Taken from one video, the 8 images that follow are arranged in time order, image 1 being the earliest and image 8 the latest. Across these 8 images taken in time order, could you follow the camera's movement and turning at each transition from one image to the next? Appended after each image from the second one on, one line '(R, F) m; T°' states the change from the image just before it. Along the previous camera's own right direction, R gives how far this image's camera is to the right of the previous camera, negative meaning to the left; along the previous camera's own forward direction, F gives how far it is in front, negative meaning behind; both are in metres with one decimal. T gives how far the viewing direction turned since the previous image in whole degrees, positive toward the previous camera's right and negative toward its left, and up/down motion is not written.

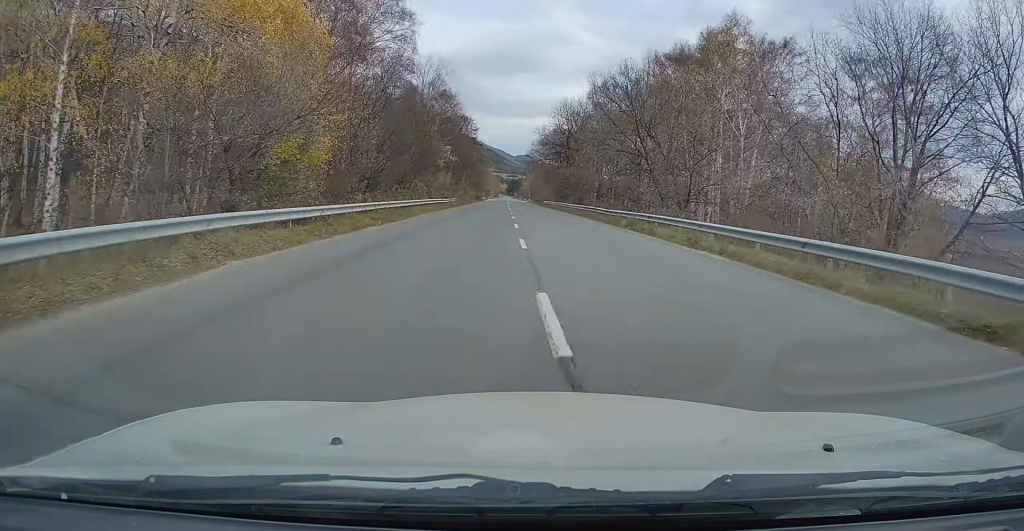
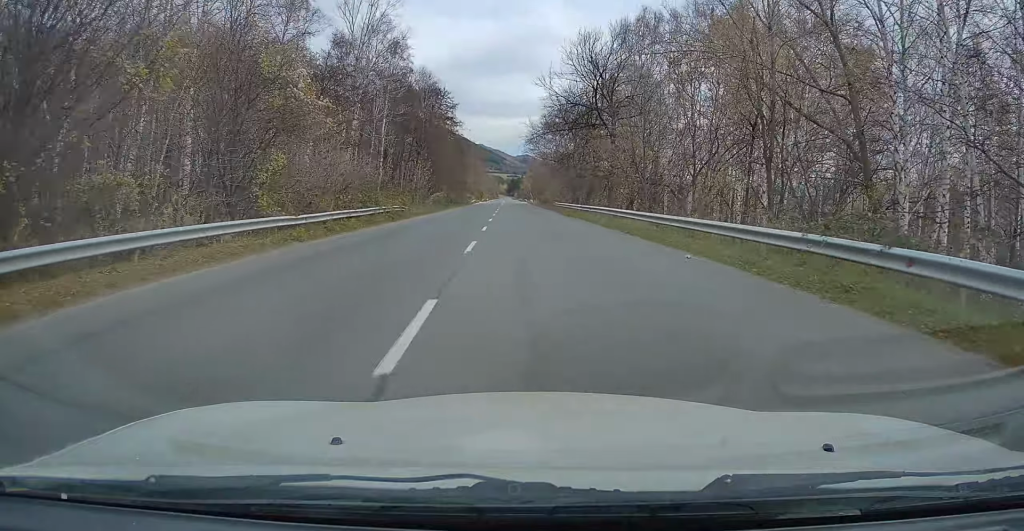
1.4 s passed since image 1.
(-0.2, +37.8) m; -1°
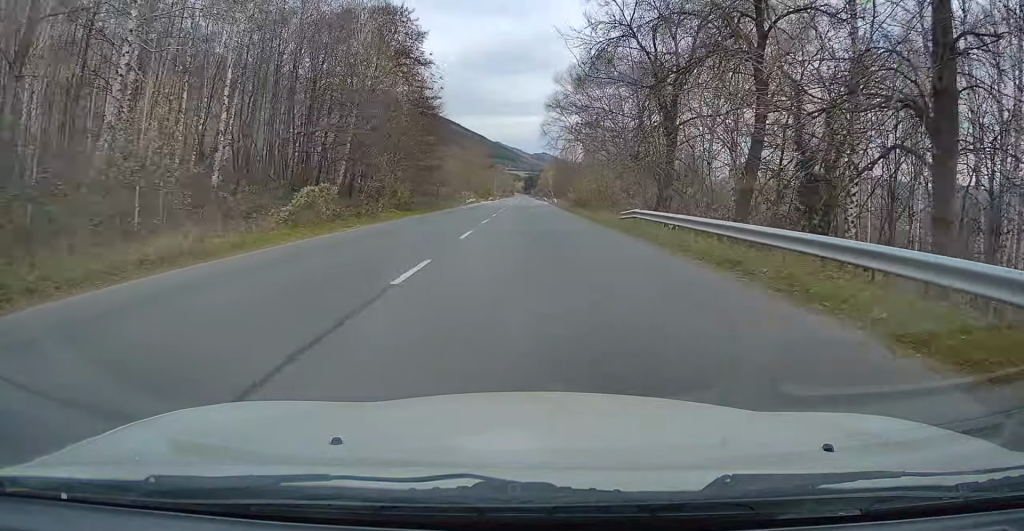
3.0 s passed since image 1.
(-0.4, +41.6) m; 0°
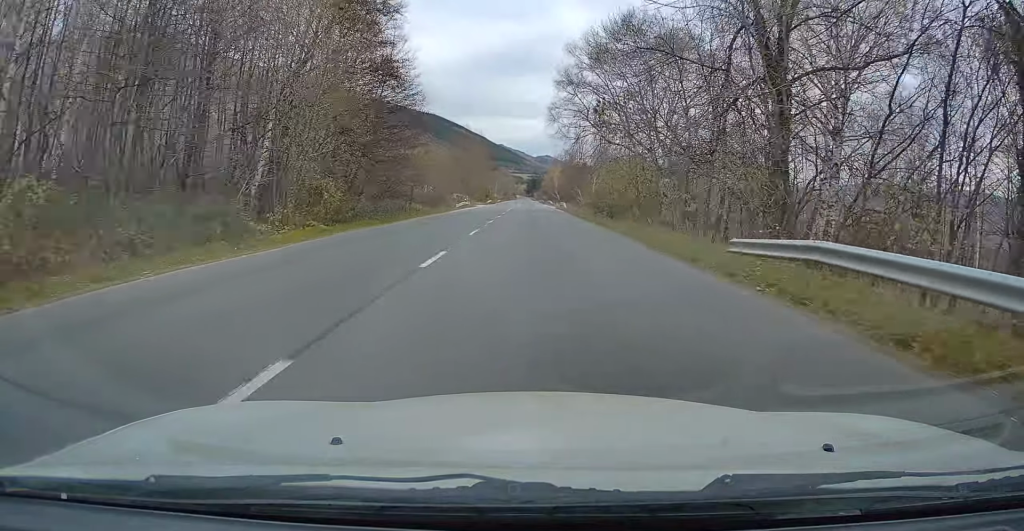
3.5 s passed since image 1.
(+0.2, +15.8) m; 0°
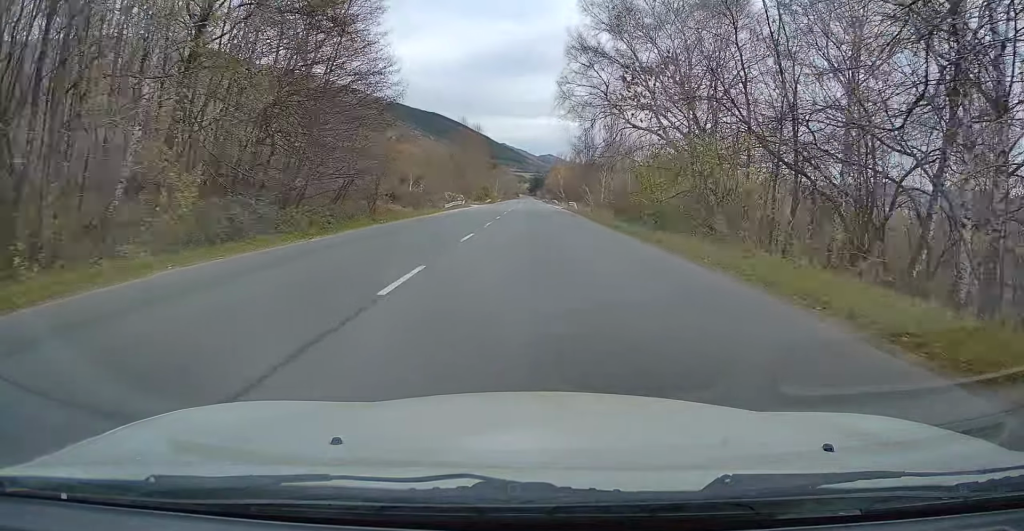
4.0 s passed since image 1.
(-0.1, +12.3) m; 0°
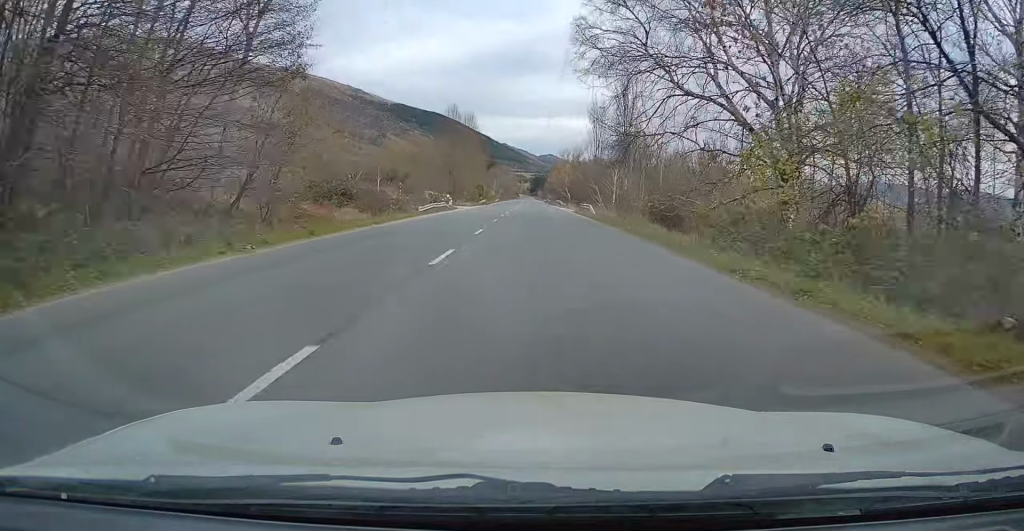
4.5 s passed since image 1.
(-0.3, +15.3) m; 0°
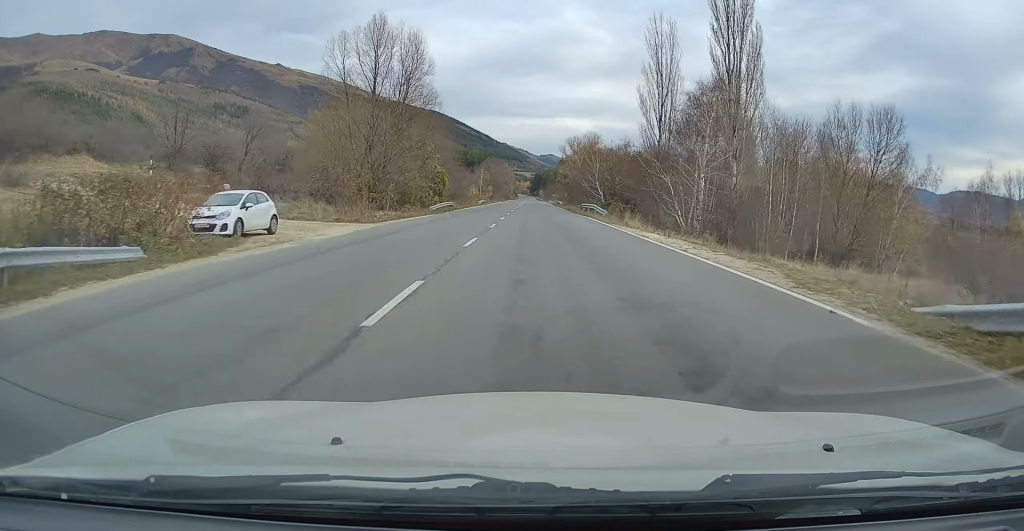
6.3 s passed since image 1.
(0.0, +51.7) m; 0°
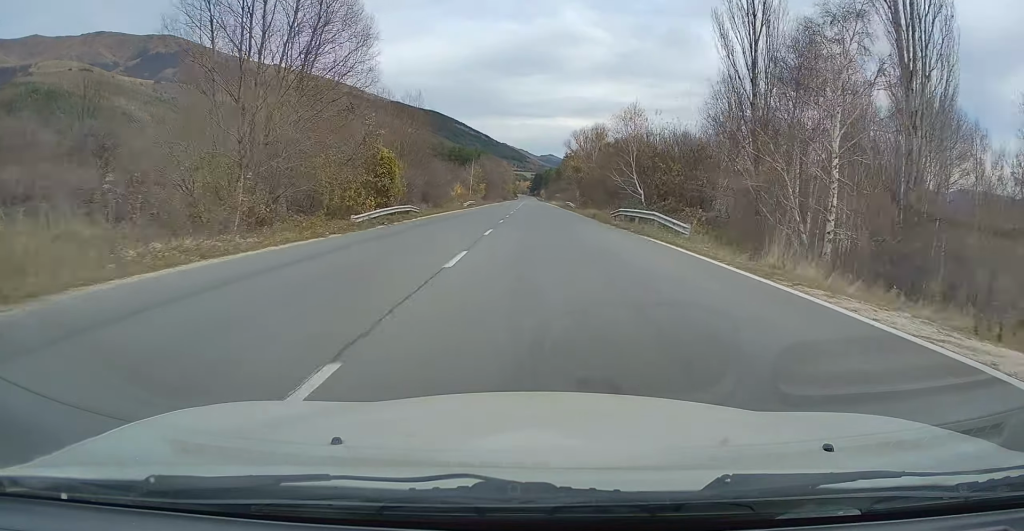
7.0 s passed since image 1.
(0.0, +22.8) m; 0°
